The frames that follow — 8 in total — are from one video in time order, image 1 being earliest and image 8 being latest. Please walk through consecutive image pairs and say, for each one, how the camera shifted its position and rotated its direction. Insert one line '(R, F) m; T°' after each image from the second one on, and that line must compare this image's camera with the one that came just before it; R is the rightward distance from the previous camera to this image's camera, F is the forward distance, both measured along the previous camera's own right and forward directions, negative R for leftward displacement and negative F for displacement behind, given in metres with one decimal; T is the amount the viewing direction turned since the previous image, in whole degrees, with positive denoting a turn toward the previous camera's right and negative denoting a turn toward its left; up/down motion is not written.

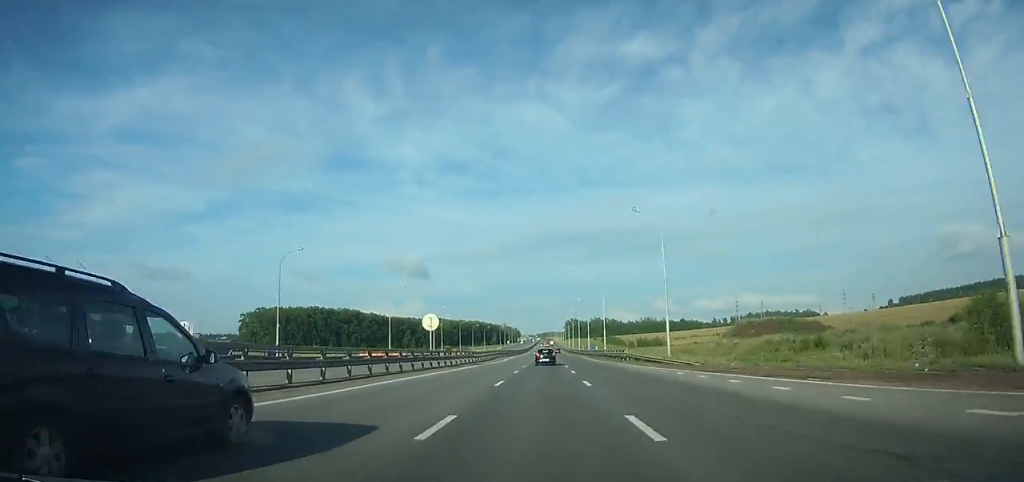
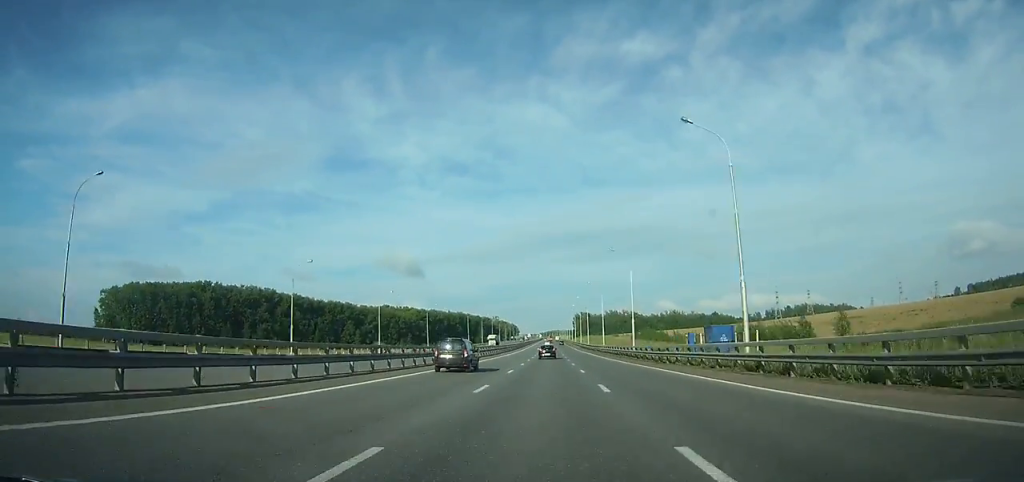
(-0.6, +147.2) m; 0°
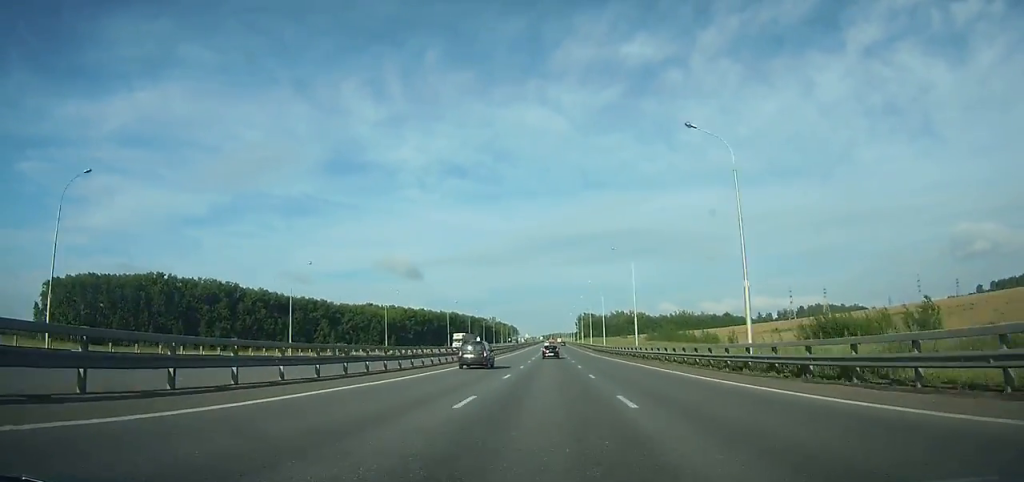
(+0.1, +39.5) m; 0°
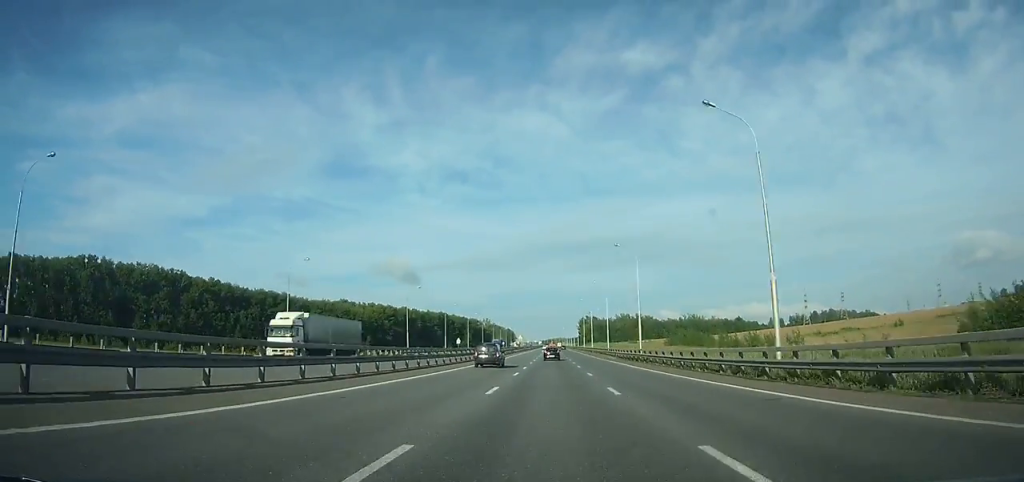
(0.0, +42.5) m; 0°
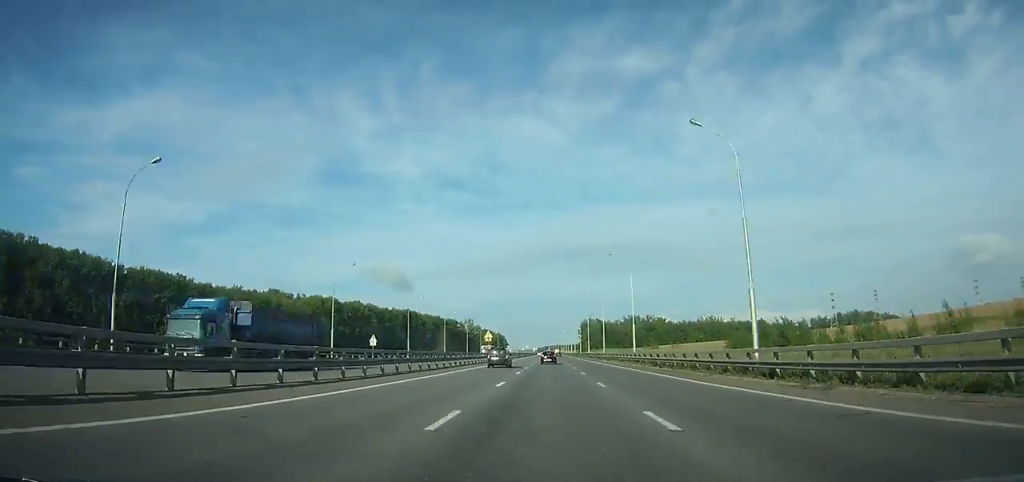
(+0.1, +73.5) m; 0°
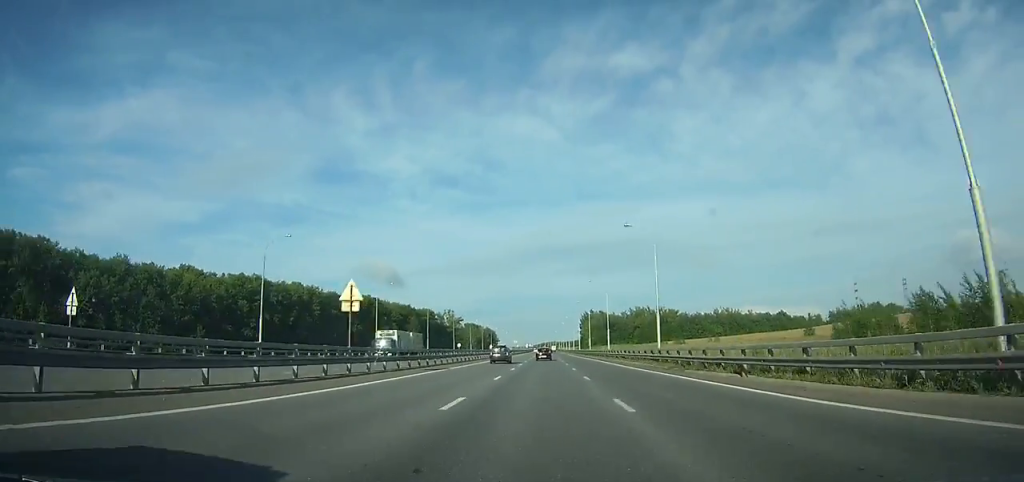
(+0.2, +56.7) m; 0°
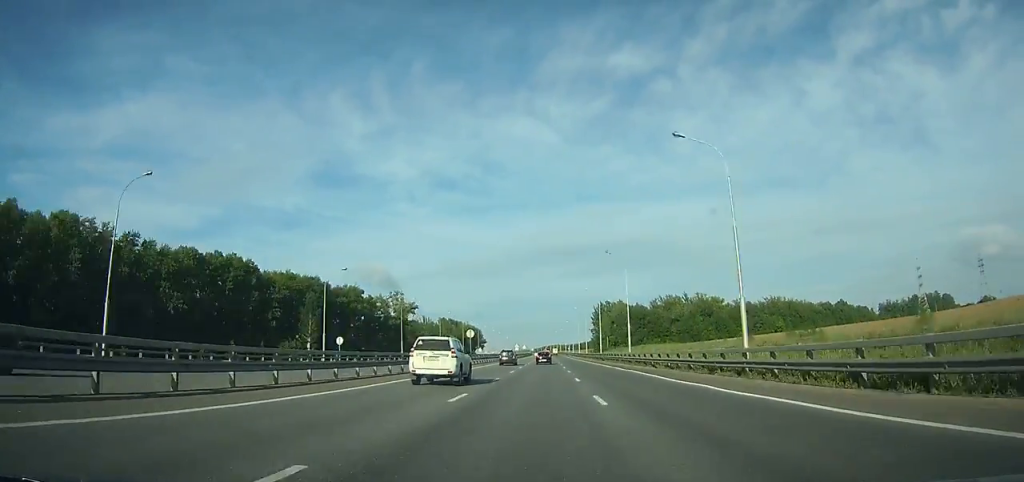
(-0.3, +102.7) m; 0°
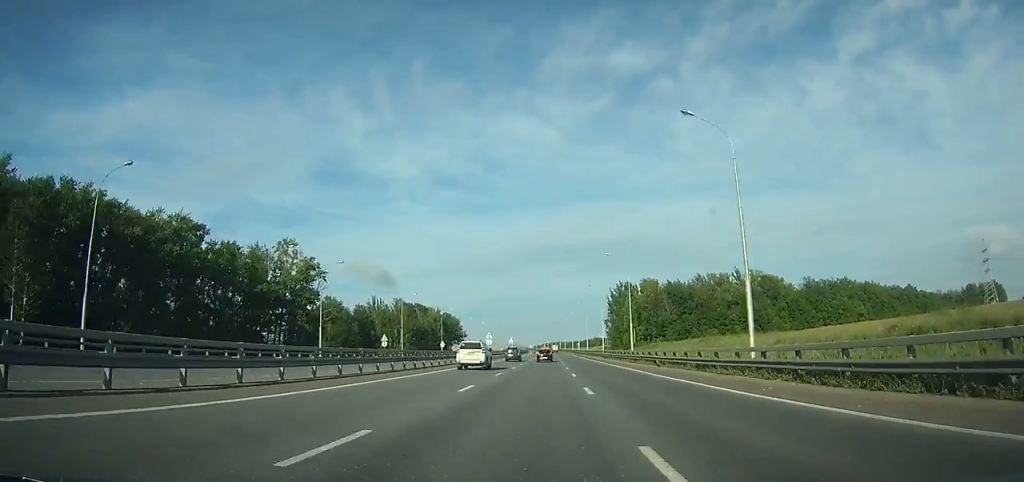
(-0.3, +77.7) m; 0°
